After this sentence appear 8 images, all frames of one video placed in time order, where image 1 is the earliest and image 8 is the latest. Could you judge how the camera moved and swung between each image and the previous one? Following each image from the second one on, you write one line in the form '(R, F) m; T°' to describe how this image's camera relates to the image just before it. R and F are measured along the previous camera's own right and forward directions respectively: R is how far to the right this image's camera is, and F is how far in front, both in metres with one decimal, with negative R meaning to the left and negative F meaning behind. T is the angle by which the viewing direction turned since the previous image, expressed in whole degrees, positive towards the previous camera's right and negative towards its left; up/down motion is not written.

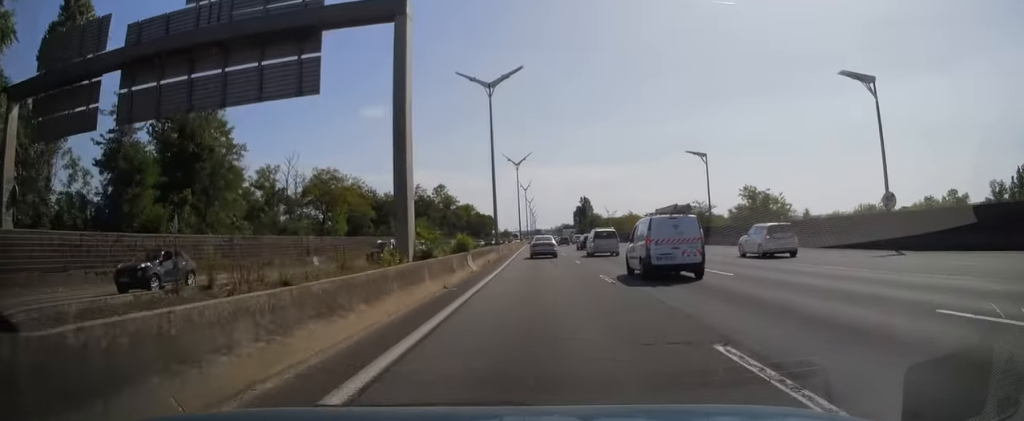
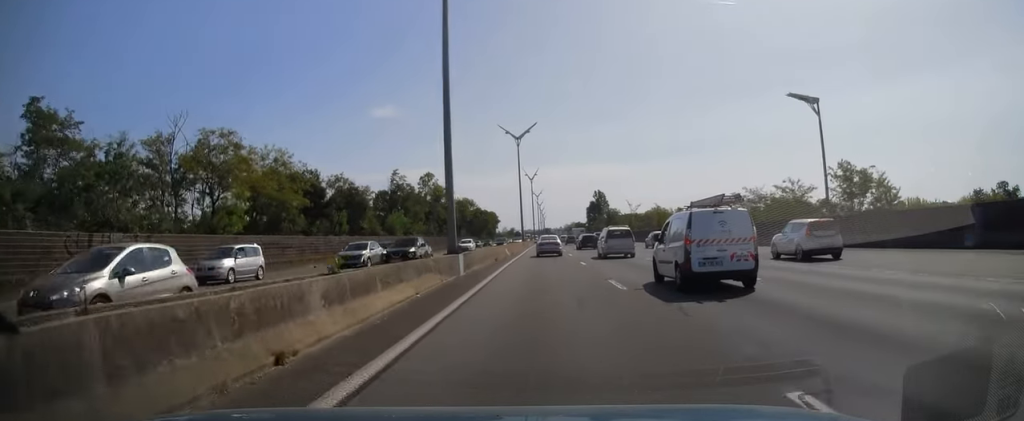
(0.0, +27.6) m; -1°
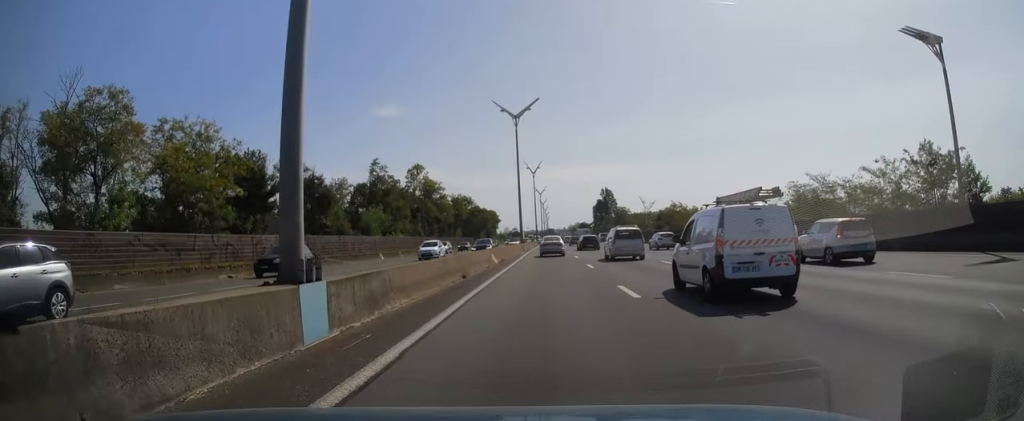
(-0.2, +14.6) m; 0°
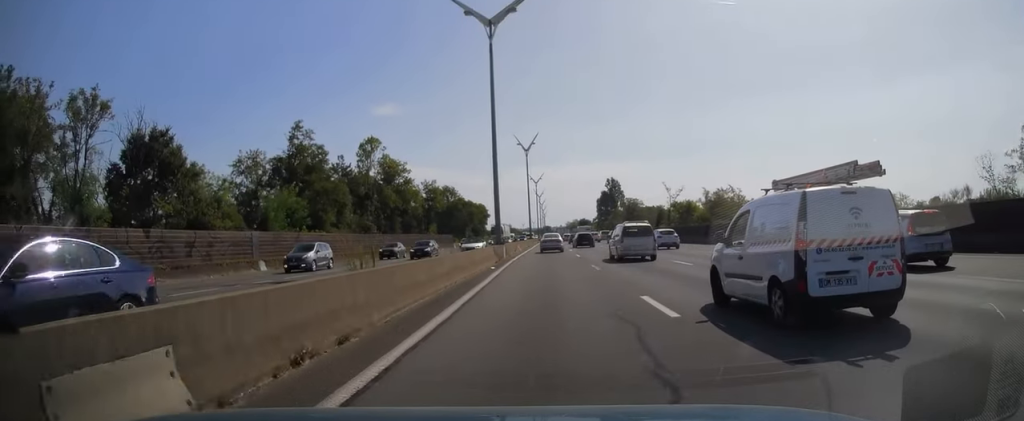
(0.0, +28.8) m; +1°
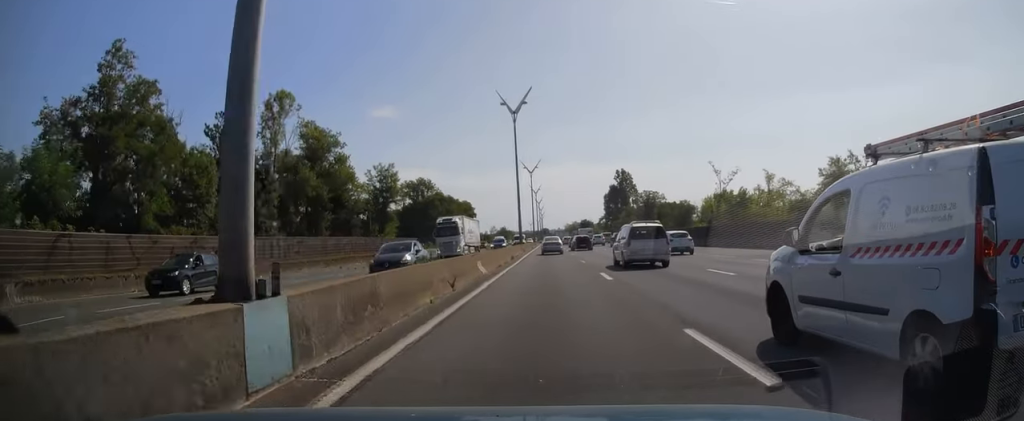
(+0.1, +30.2) m; -1°
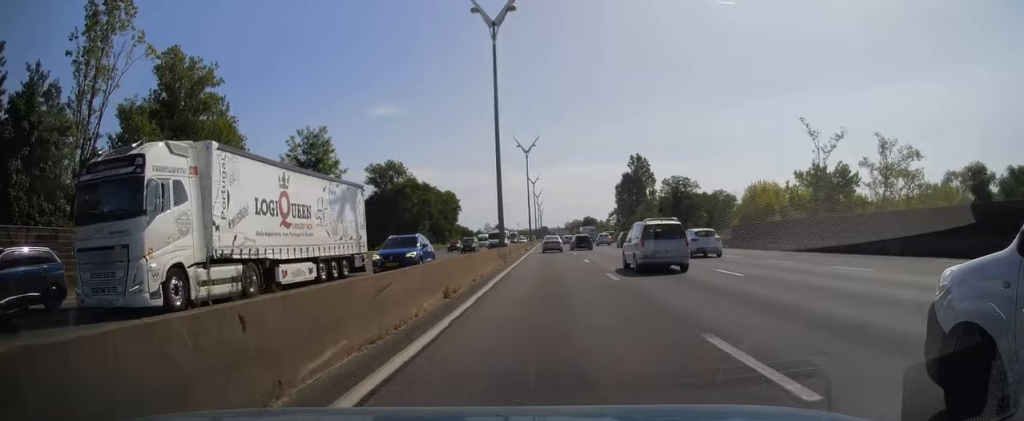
(-0.5, +26.5) m; 0°
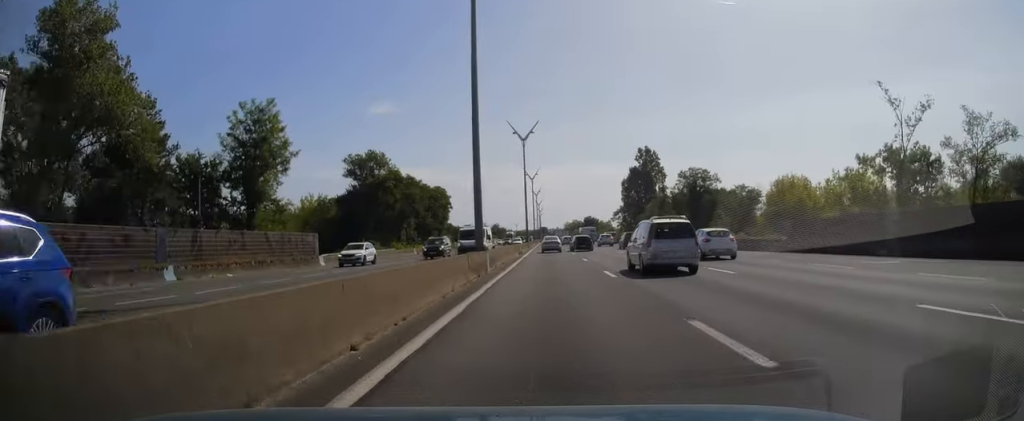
(+0.1, +11.7) m; +1°
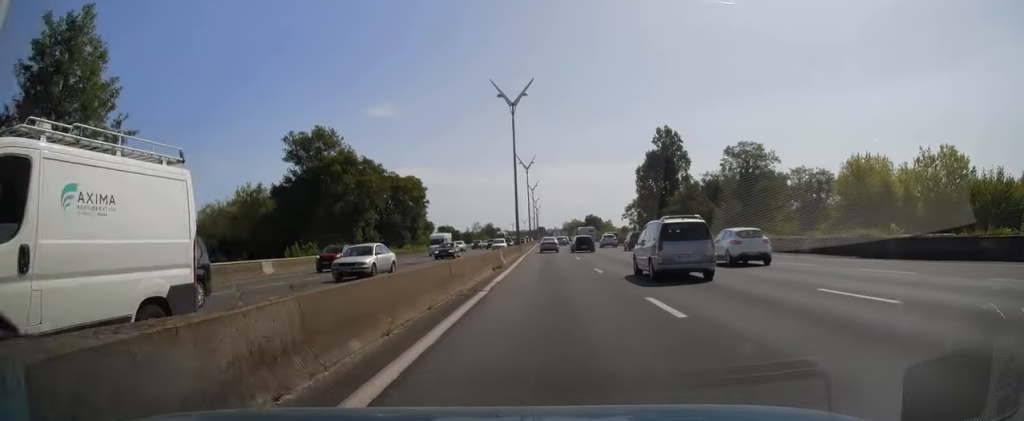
(+0.3, +22.0) m; +1°
